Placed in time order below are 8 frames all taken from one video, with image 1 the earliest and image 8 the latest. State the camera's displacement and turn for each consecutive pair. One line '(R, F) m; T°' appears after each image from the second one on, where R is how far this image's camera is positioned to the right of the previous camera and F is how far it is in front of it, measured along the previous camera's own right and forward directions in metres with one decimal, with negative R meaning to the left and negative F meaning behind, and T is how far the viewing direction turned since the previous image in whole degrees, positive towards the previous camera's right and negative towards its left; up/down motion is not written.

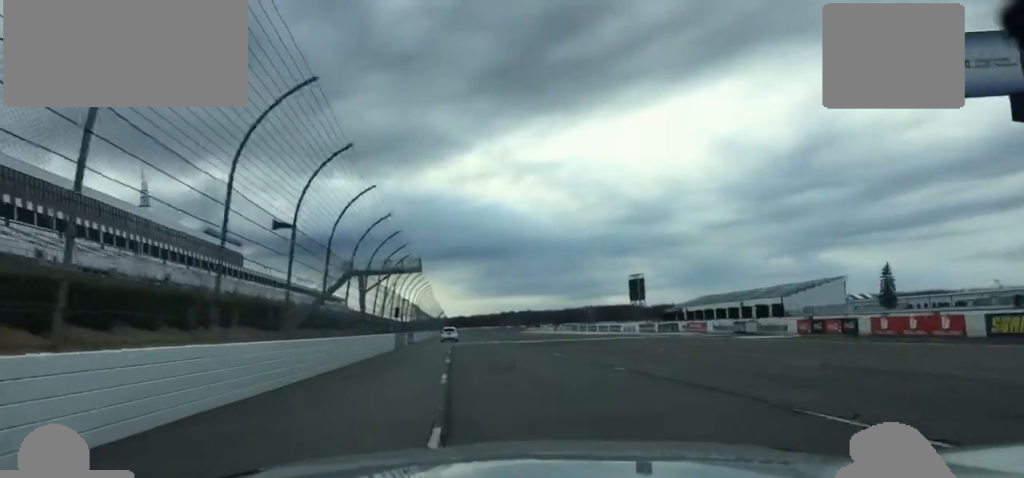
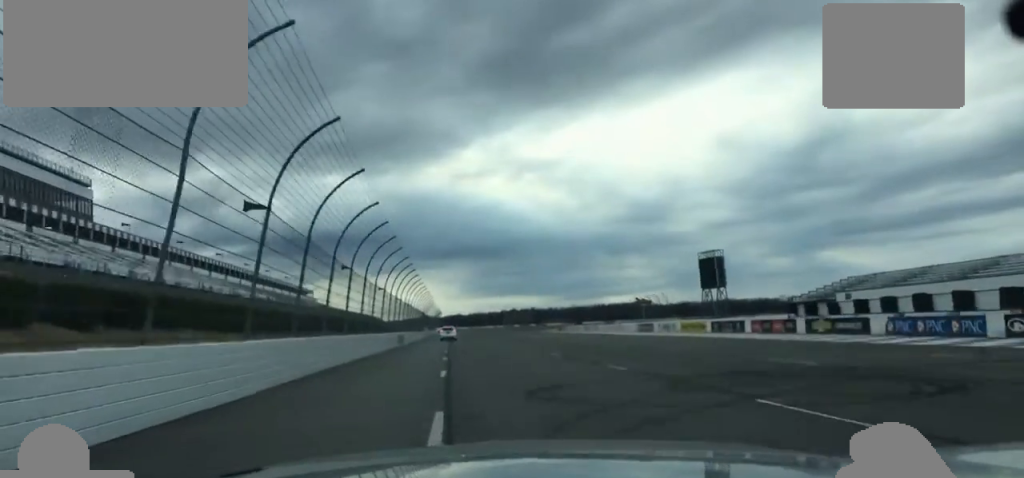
(+0.2, +93.8) m; 0°
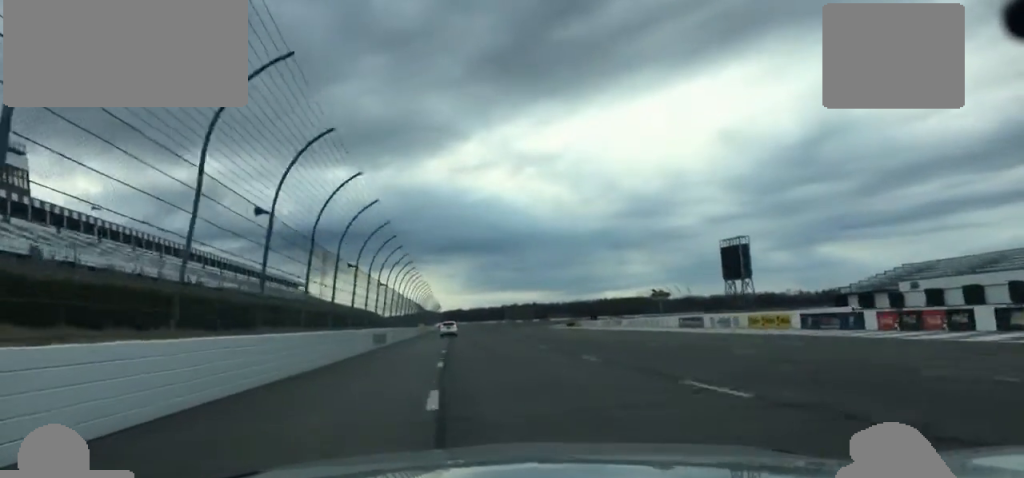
(-0.1, +19.7) m; 0°
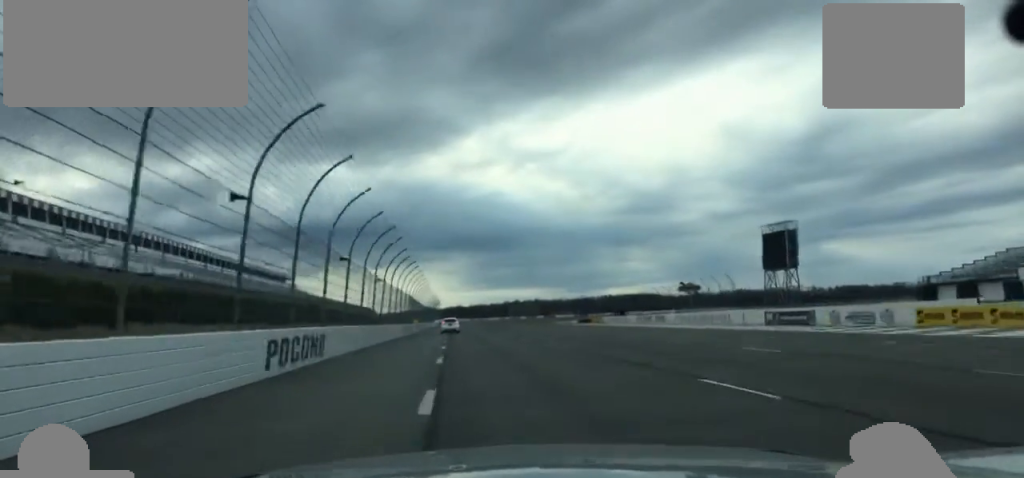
(0.0, +23.5) m; 0°
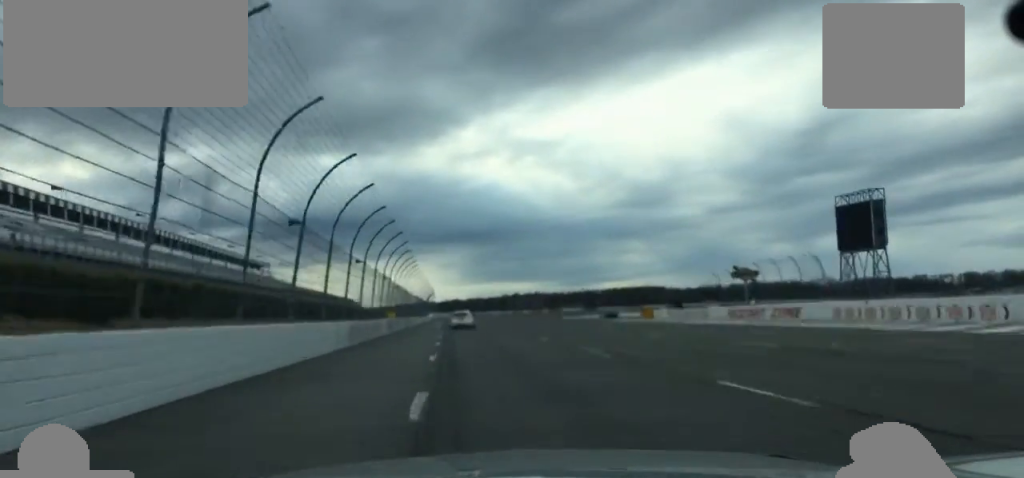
(+0.1, +35.3) m; 0°
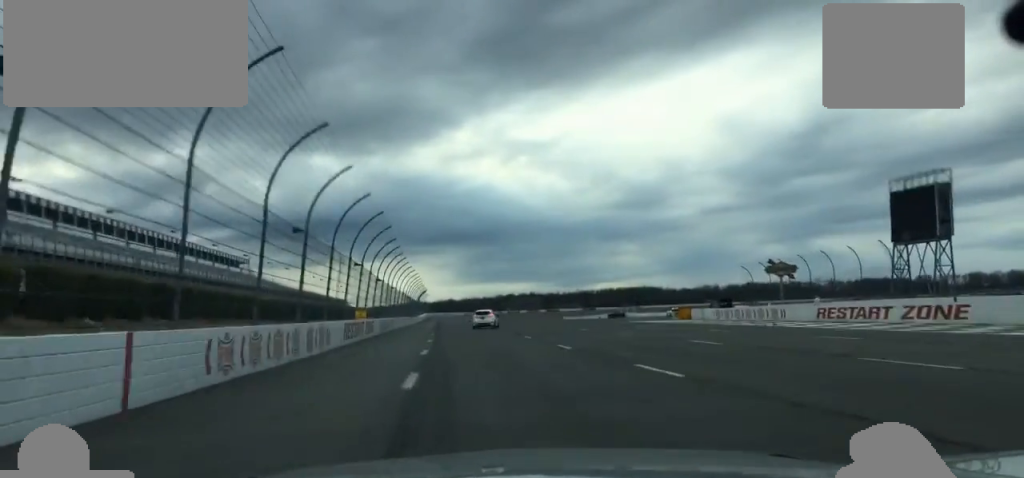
(-0.1, +19.9) m; 0°
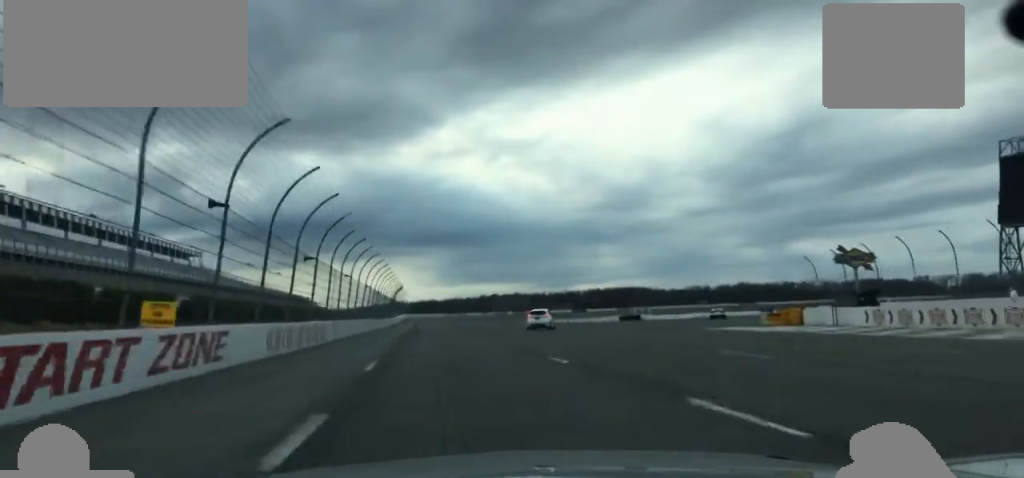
(-0.1, +31.4) m; +2°
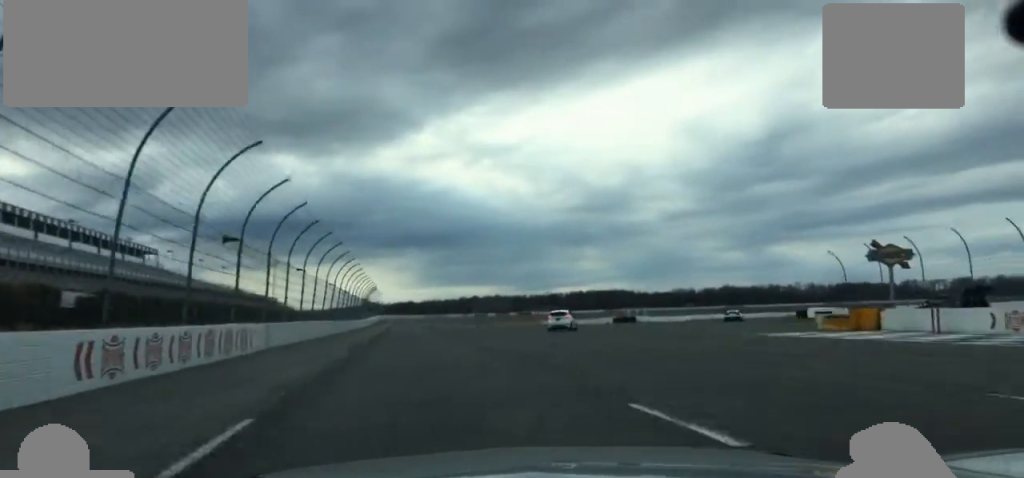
(-0.5, +13.9) m; +2°
